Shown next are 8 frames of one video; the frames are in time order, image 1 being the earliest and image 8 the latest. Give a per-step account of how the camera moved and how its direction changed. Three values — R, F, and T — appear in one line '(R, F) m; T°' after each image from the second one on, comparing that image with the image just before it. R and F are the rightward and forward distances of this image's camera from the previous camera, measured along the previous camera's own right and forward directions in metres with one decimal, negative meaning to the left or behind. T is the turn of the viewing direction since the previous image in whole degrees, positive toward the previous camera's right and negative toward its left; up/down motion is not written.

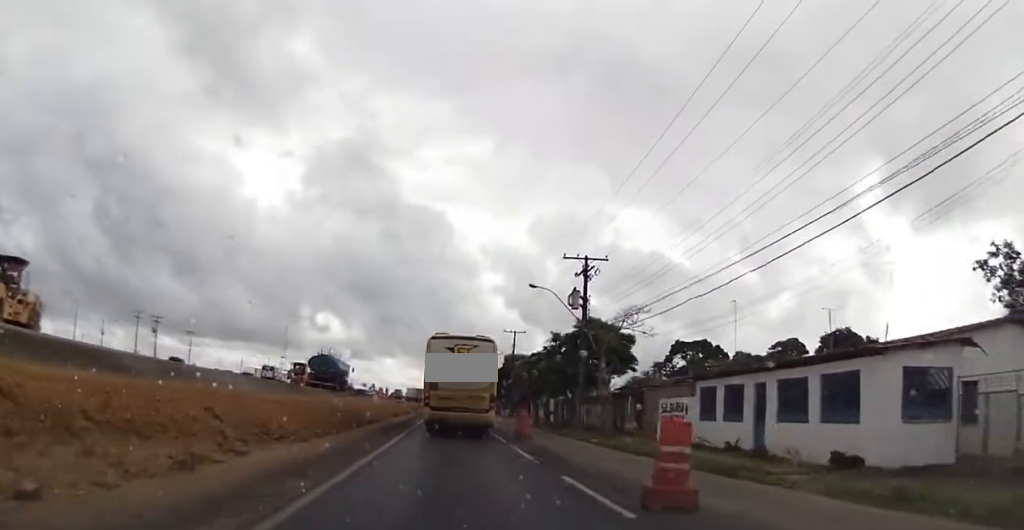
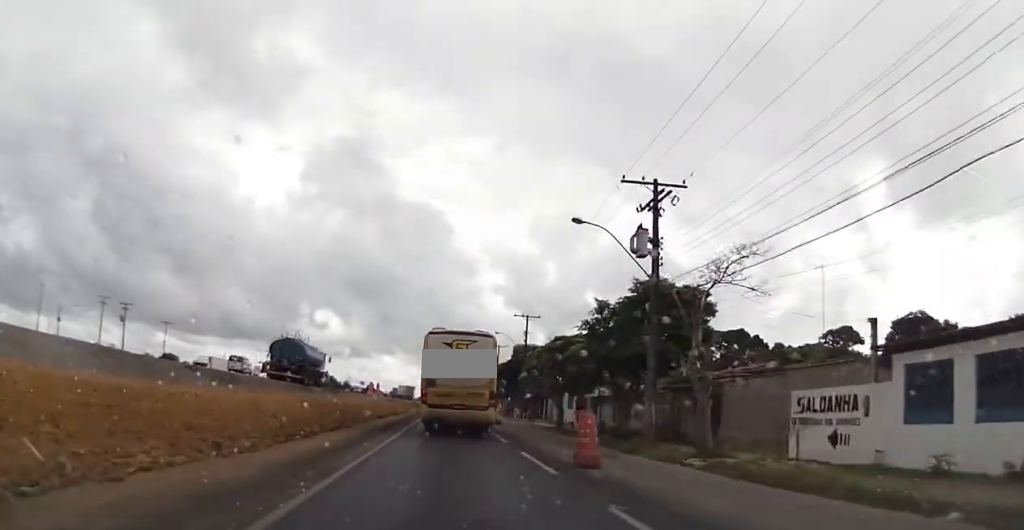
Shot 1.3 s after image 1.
(0.0, +11.3) m; -3°
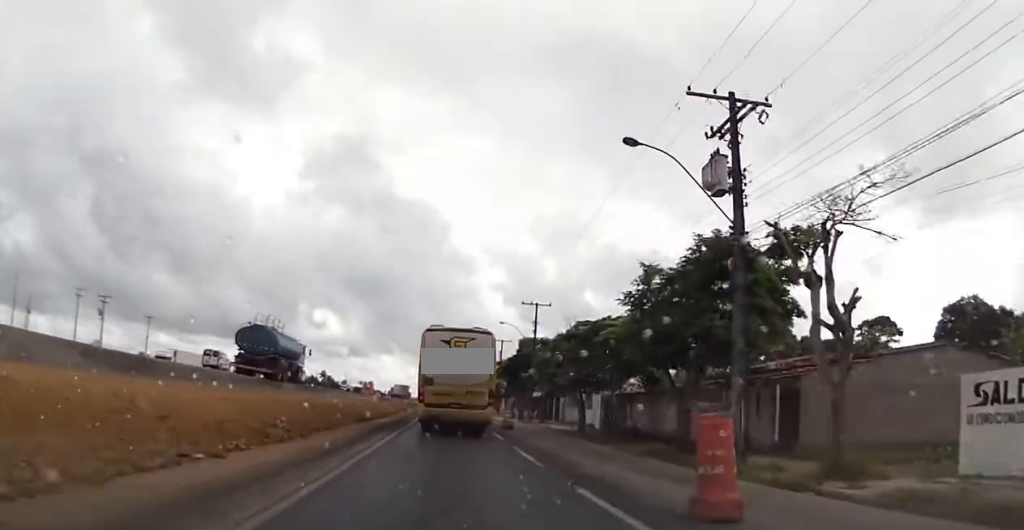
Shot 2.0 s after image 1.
(-0.3, +6.8) m; 0°
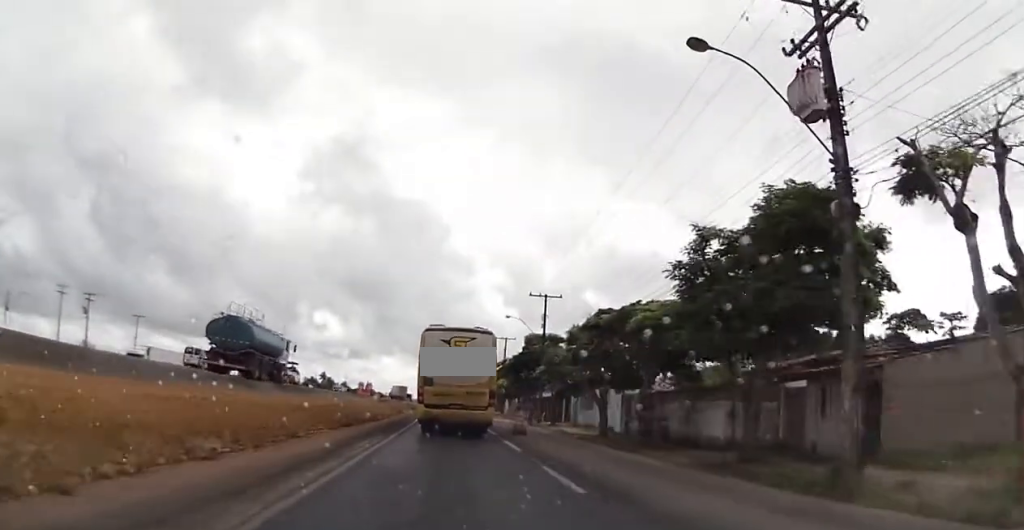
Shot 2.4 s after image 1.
(-0.1, +4.6) m; 0°
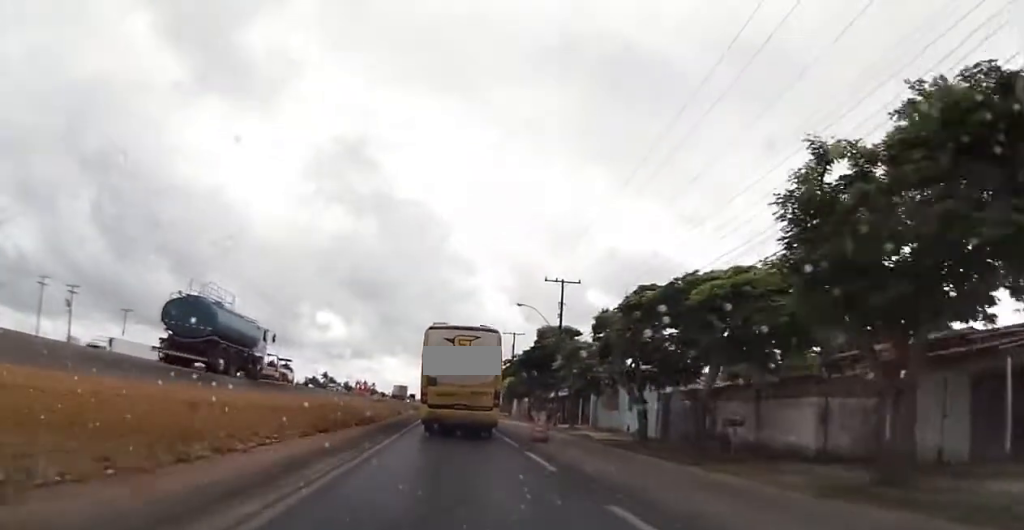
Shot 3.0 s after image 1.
(+0.2, +5.7) m; +2°
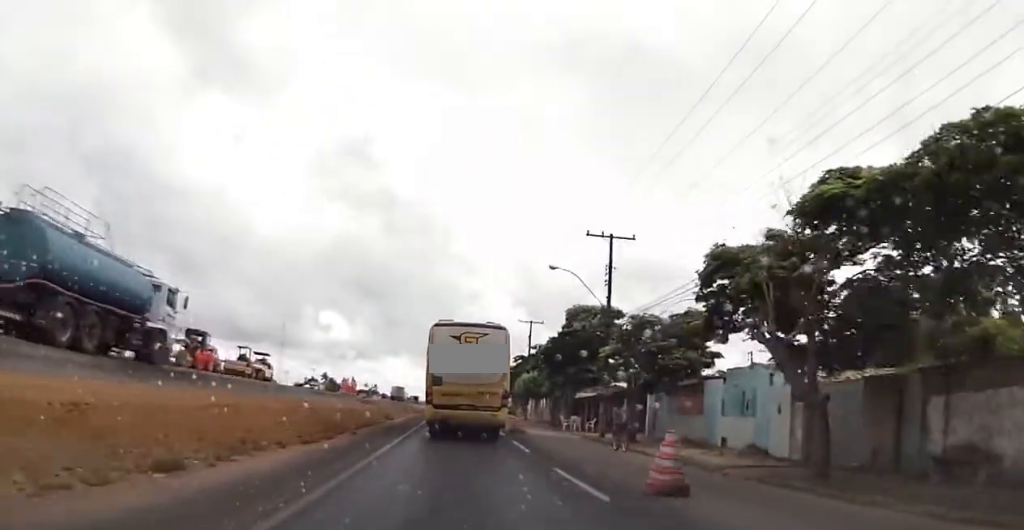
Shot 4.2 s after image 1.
(+0.2, +12.7) m; 0°
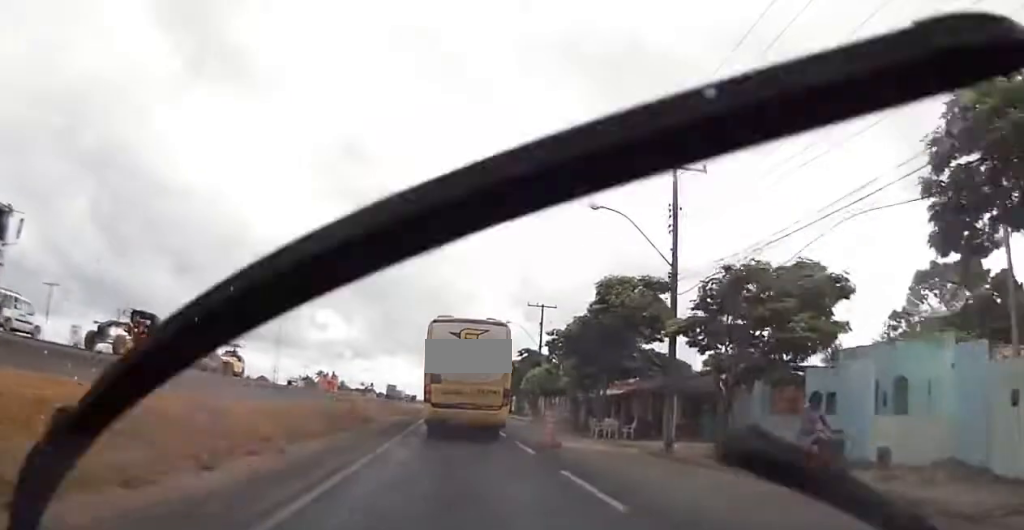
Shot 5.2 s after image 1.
(-0.2, +10.1) m; +1°
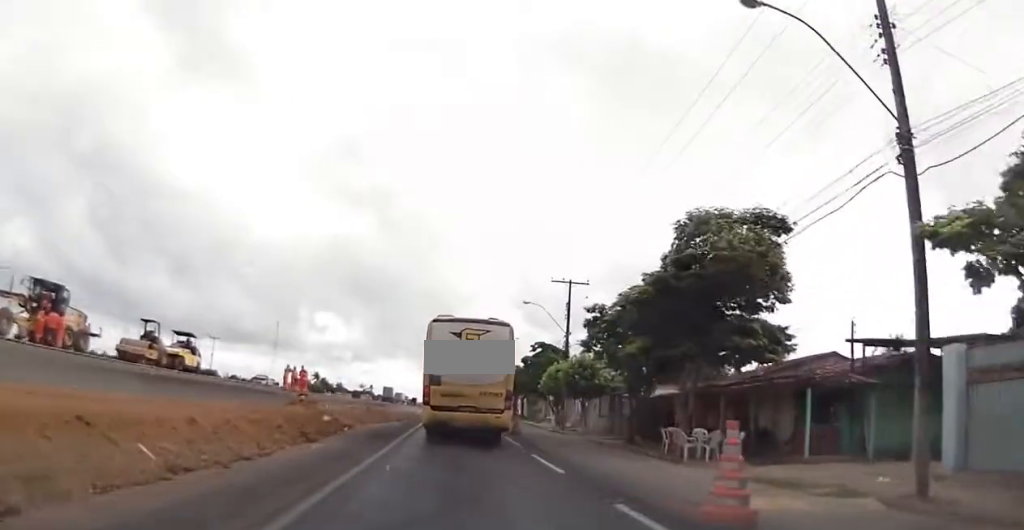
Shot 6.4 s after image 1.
(+0.4, +12.9) m; +1°
